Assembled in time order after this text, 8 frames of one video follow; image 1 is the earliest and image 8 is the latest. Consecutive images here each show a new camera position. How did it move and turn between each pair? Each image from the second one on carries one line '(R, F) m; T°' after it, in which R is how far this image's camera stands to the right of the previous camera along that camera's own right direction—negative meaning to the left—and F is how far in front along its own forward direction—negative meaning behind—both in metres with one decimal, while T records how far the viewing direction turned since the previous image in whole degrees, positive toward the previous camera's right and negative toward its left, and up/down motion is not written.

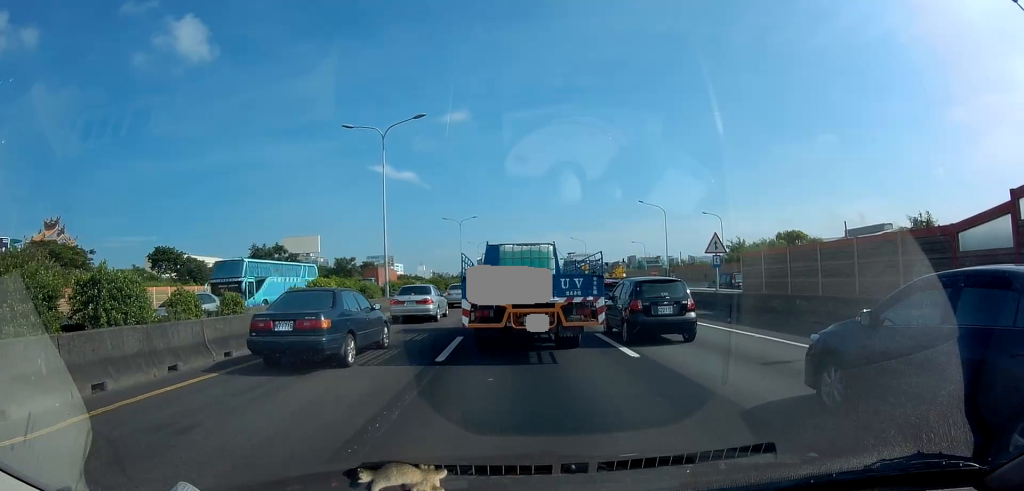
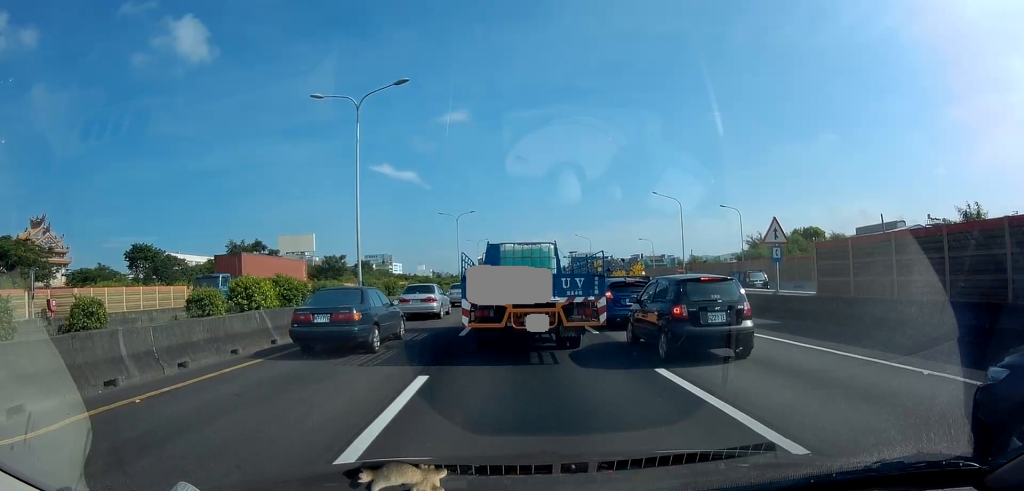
(0.0, +5.8) m; 0°
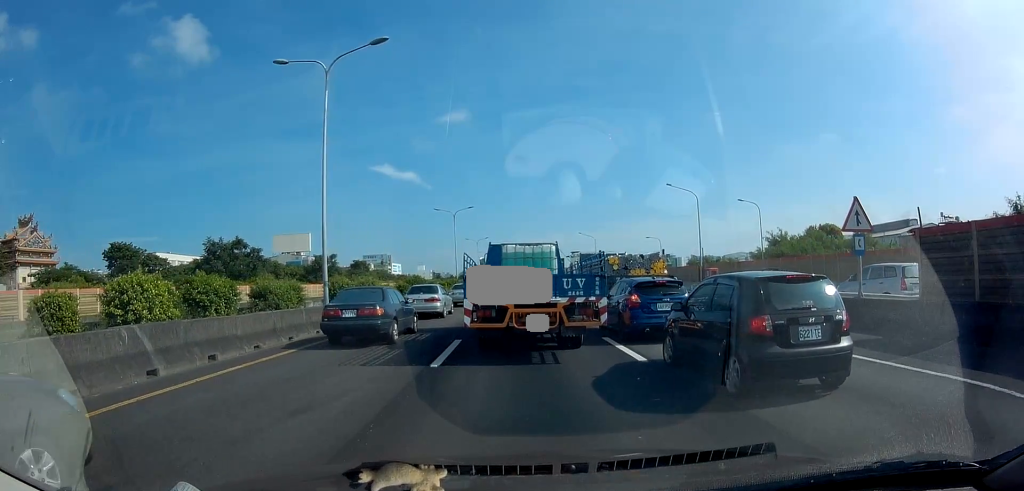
(0.0, +5.0) m; 0°
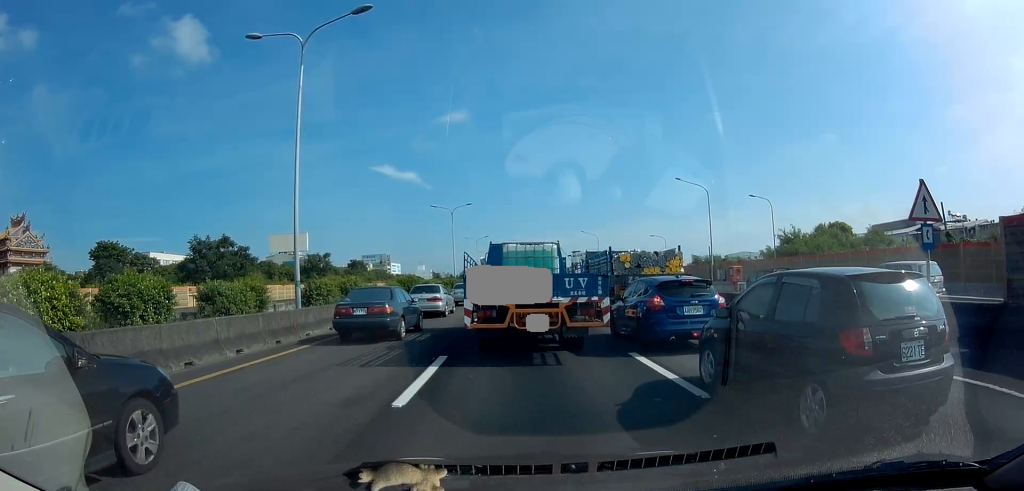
(0.0, +2.9) m; 0°
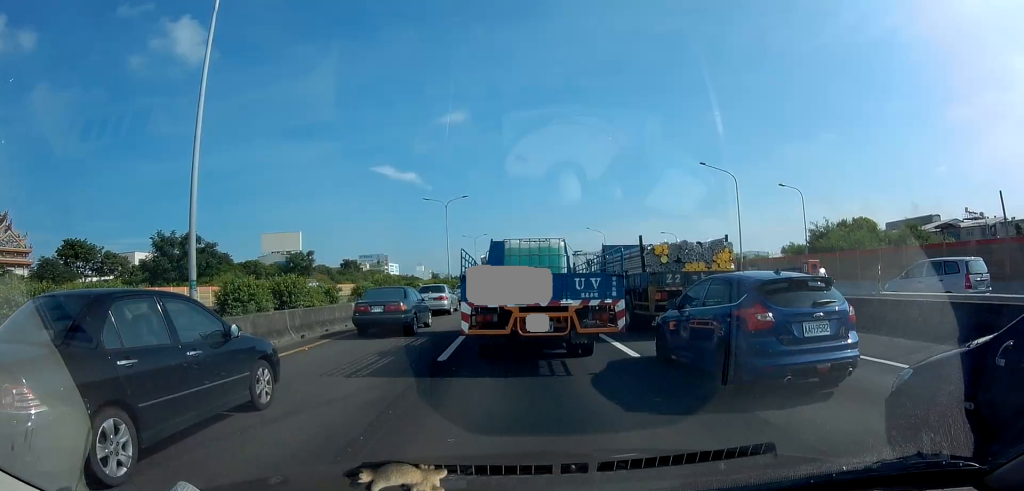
(0.0, +6.6) m; 0°
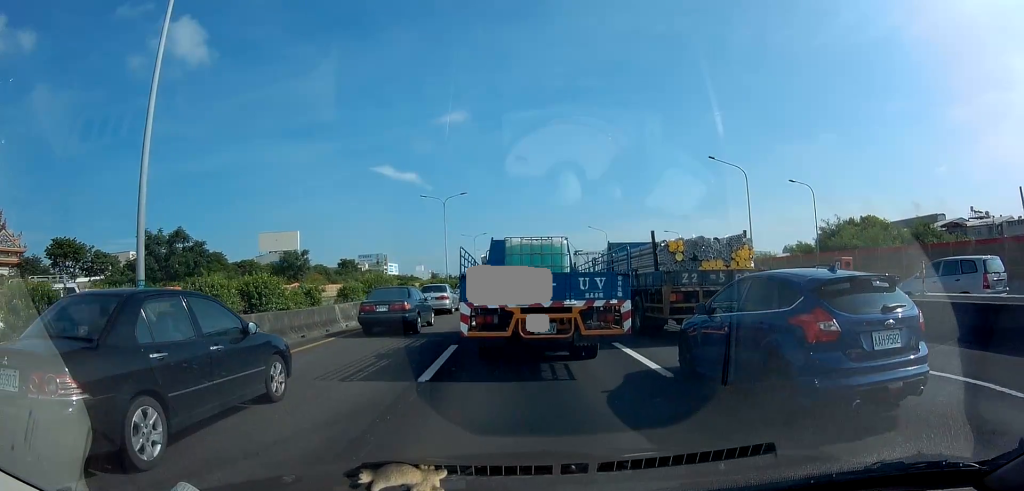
(0.0, +2.0) m; 0°
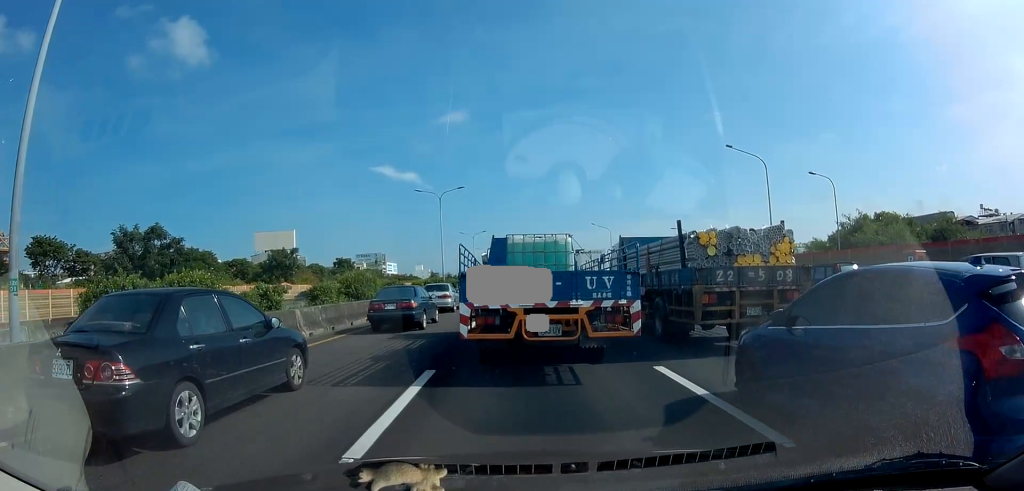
(0.0, +3.5) m; 0°
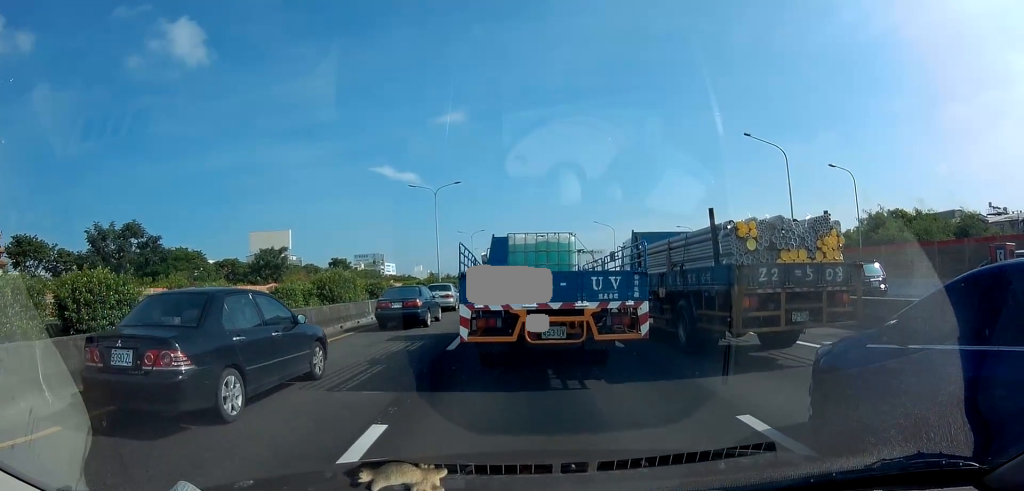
(0.0, +3.2) m; 0°
